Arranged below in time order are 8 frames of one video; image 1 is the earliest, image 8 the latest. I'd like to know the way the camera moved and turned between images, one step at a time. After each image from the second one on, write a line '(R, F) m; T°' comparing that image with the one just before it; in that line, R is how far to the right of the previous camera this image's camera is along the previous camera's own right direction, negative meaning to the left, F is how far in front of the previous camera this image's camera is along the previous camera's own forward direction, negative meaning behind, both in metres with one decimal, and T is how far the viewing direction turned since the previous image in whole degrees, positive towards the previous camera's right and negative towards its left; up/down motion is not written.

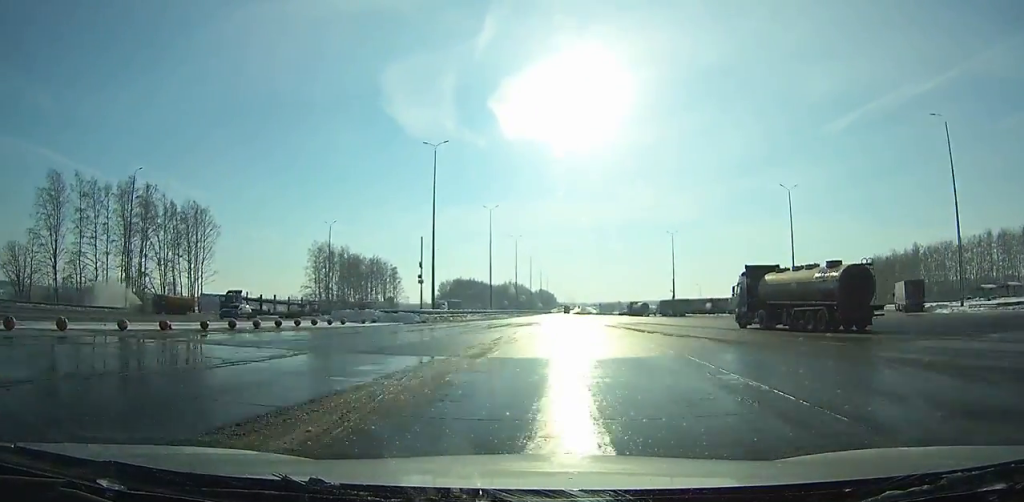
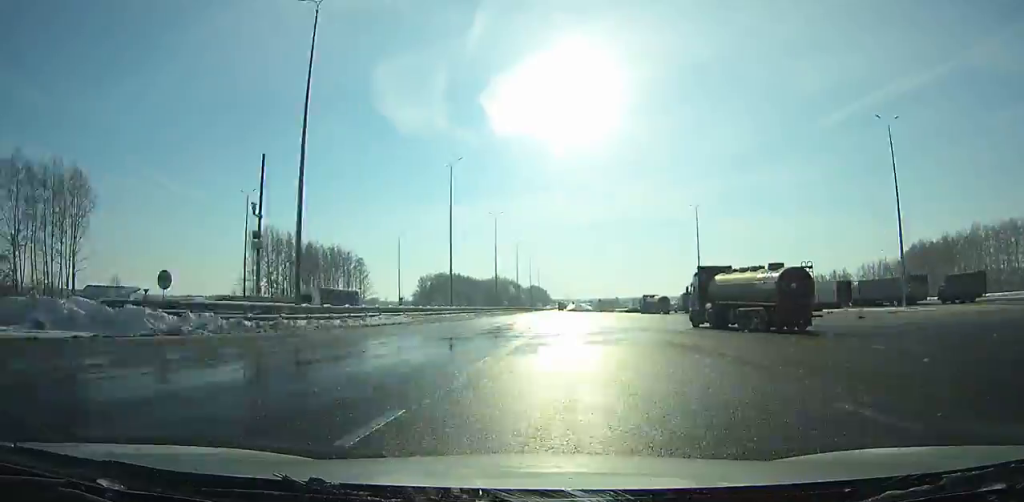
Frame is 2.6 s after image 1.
(+0.3, +37.3) m; 0°
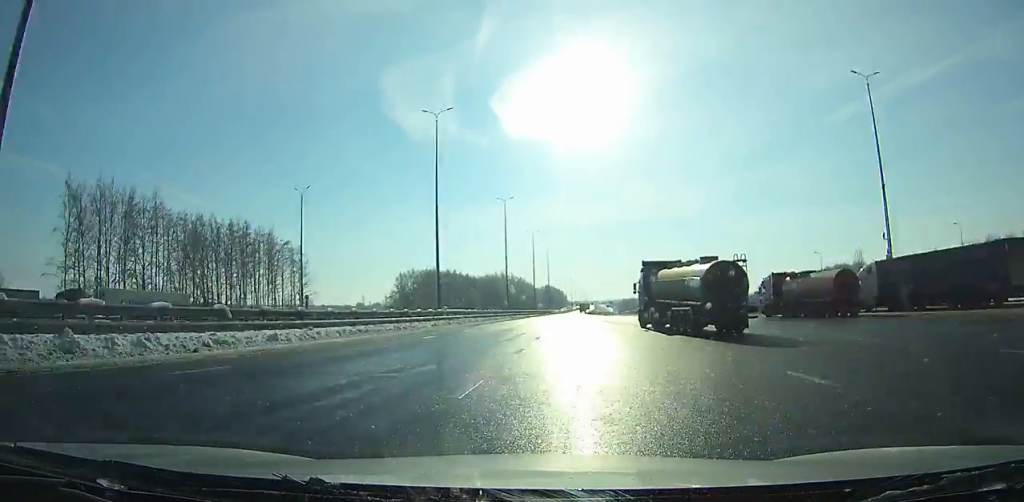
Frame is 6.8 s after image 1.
(-1.2, +73.3) m; -2°
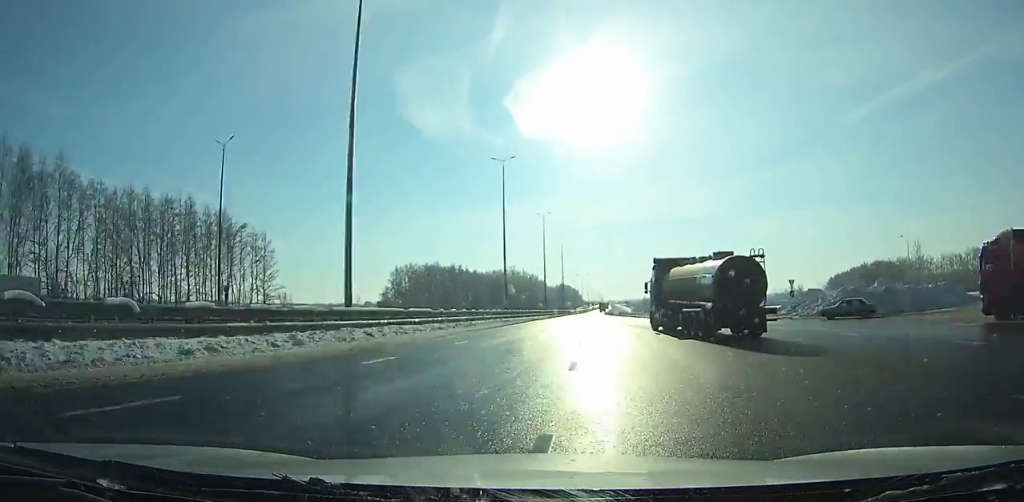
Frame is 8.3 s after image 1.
(-0.5, +29.8) m; 0°
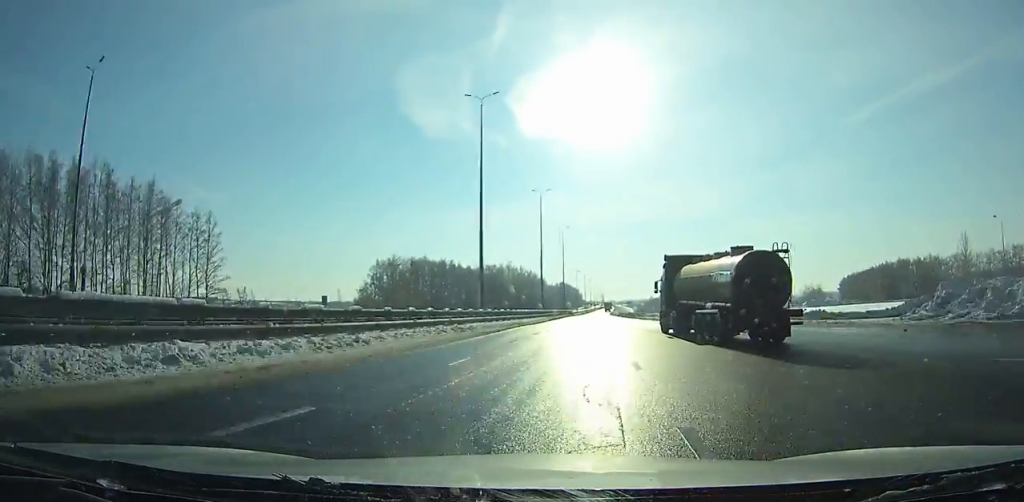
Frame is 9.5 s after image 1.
(-0.2, +24.6) m; 0°
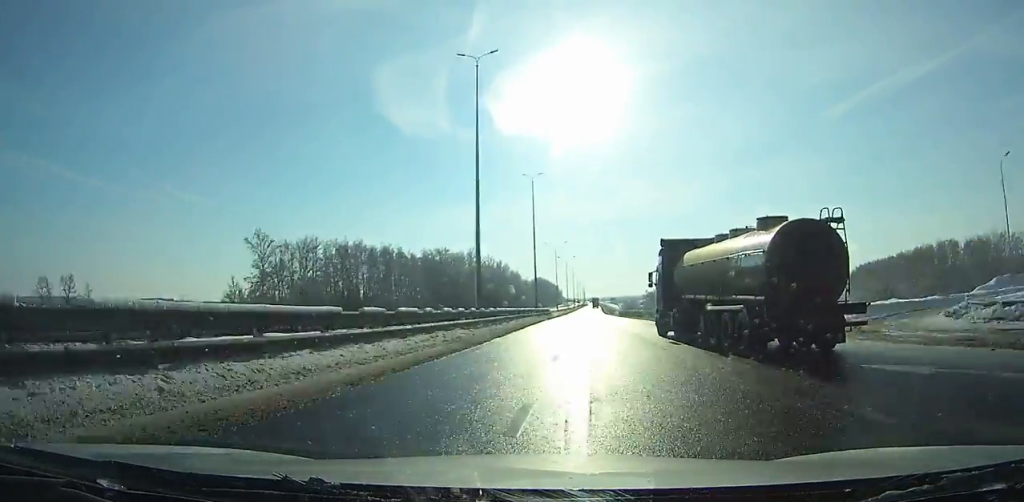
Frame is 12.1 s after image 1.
(+0.8, +57.1) m; +2°
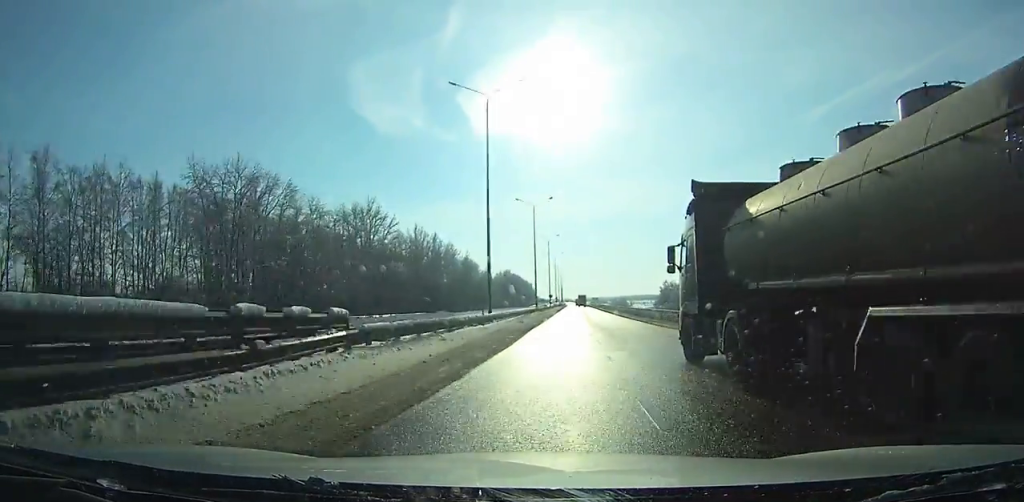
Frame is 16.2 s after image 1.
(+2.3, +99.3) m; +2°
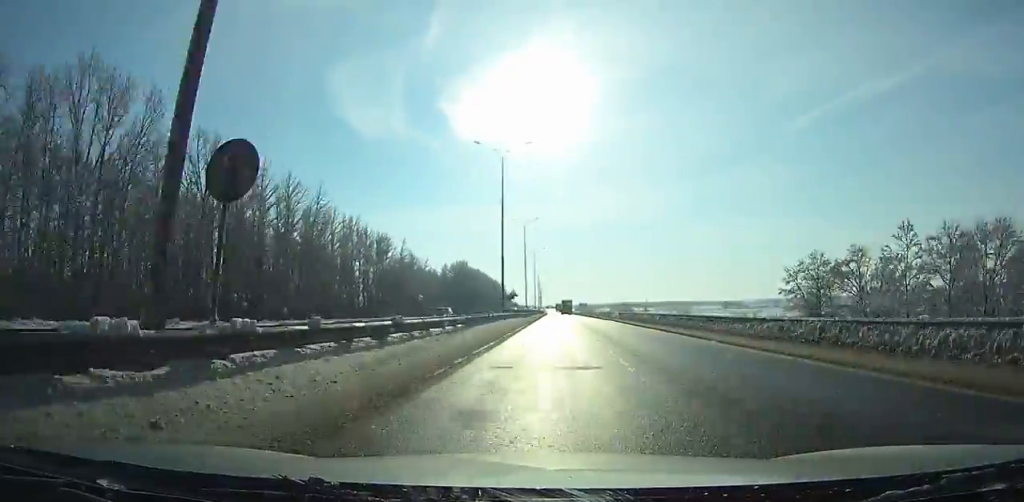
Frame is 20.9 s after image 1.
(+1.9, +123.7) m; +1°
